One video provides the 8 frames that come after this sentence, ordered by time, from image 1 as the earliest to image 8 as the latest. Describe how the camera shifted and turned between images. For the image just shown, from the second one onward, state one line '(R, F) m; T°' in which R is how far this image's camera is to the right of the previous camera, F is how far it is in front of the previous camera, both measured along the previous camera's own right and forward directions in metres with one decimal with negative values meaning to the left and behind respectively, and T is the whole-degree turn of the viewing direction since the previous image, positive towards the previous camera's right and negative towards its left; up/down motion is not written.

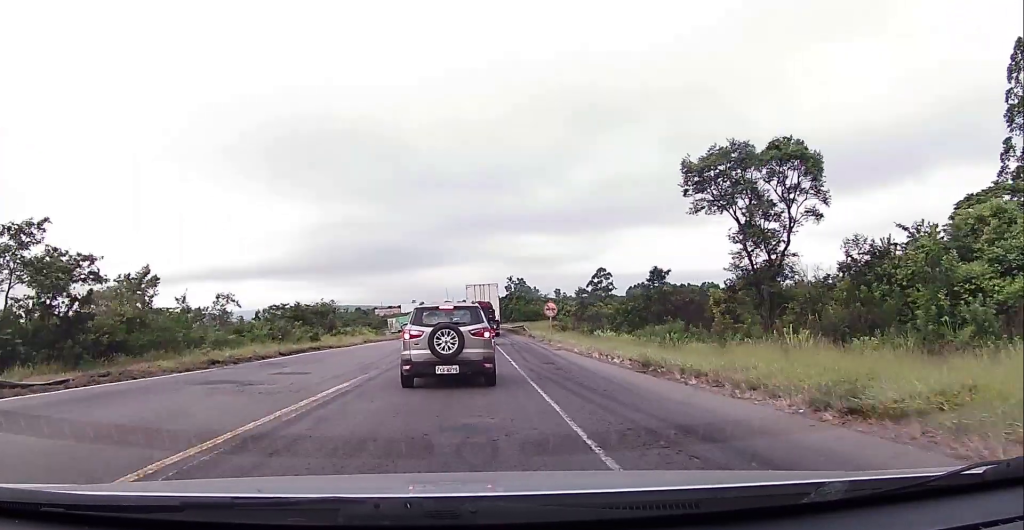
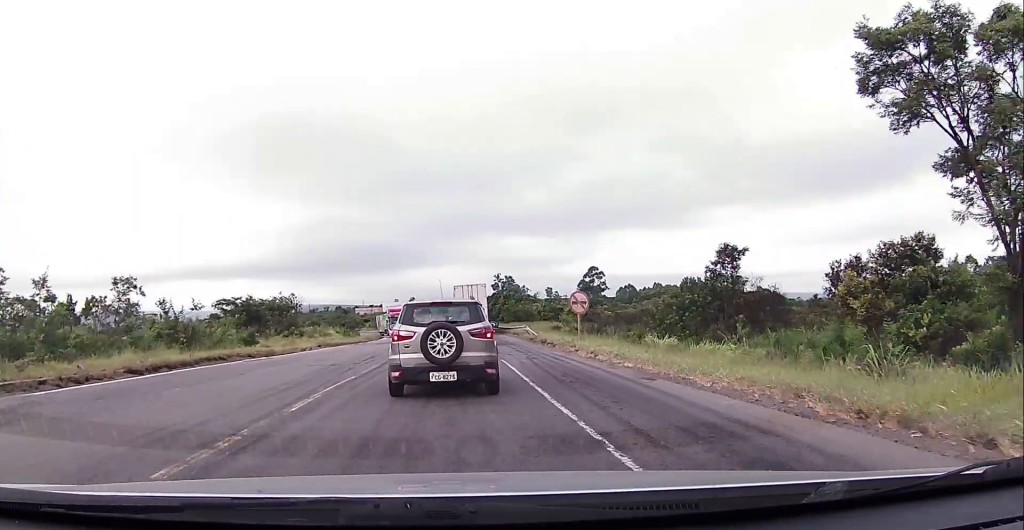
(+0.3, +15.3) m; +1°
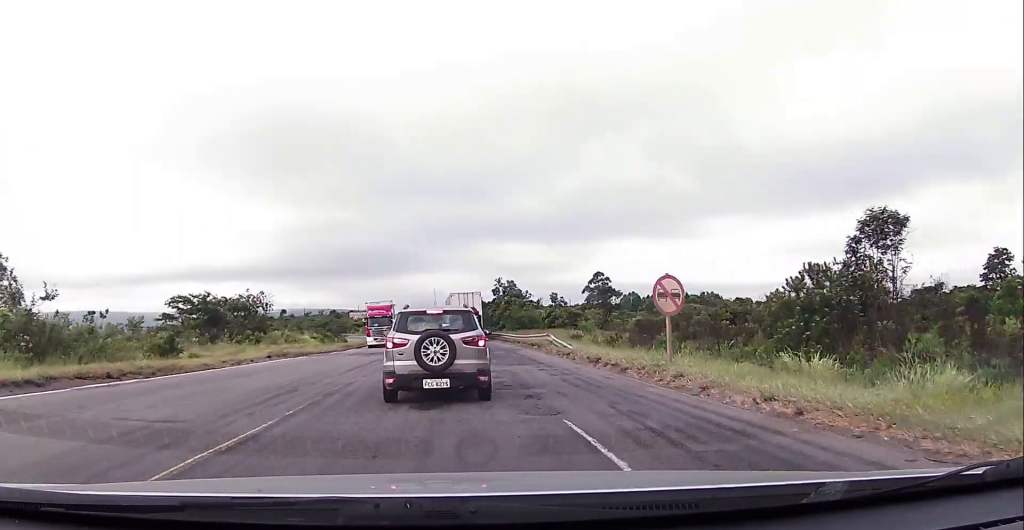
(0.0, +13.2) m; -2°
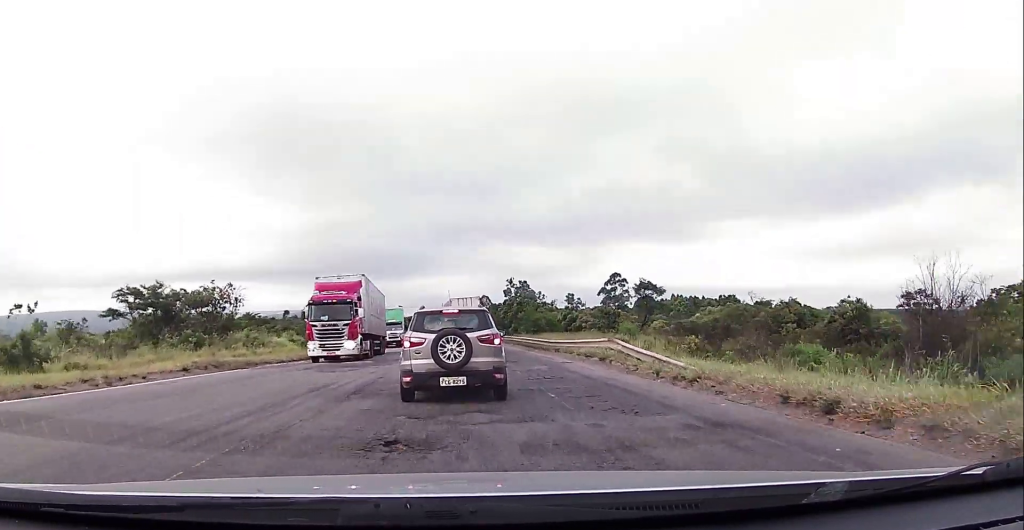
(-0.2, +12.5) m; 0°
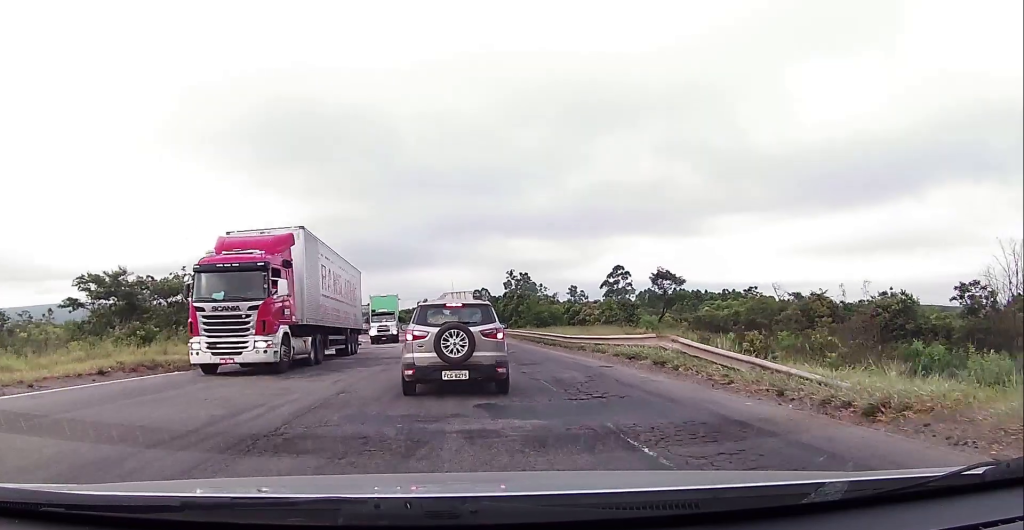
(+0.1, +6.0) m; 0°
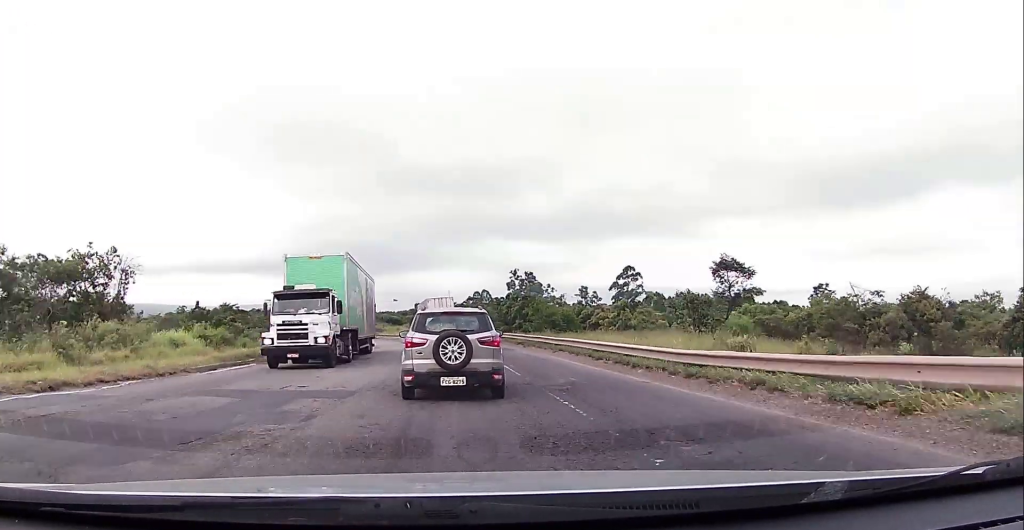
(-0.1, +14.4) m; +1°
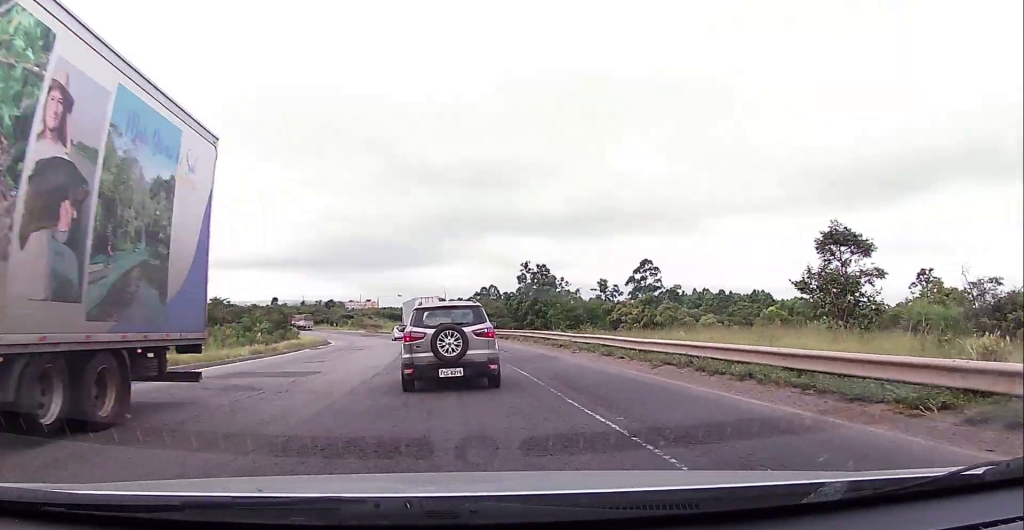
(+0.4, +13.0) m; 0°
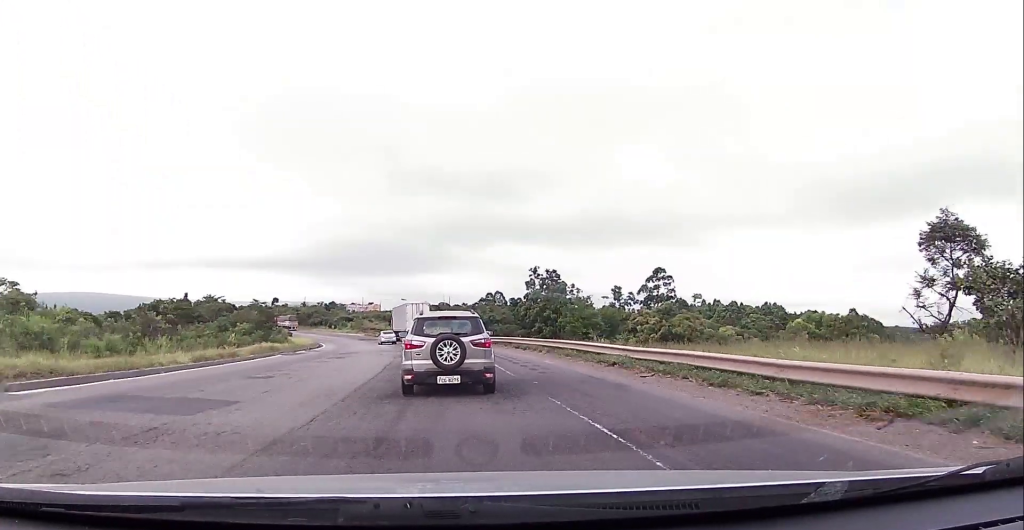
(-0.1, +7.8) m; -2°
